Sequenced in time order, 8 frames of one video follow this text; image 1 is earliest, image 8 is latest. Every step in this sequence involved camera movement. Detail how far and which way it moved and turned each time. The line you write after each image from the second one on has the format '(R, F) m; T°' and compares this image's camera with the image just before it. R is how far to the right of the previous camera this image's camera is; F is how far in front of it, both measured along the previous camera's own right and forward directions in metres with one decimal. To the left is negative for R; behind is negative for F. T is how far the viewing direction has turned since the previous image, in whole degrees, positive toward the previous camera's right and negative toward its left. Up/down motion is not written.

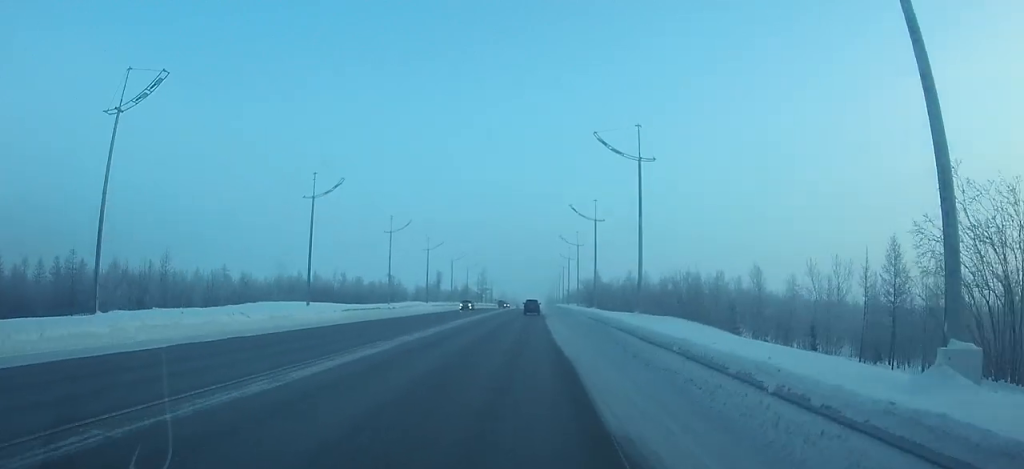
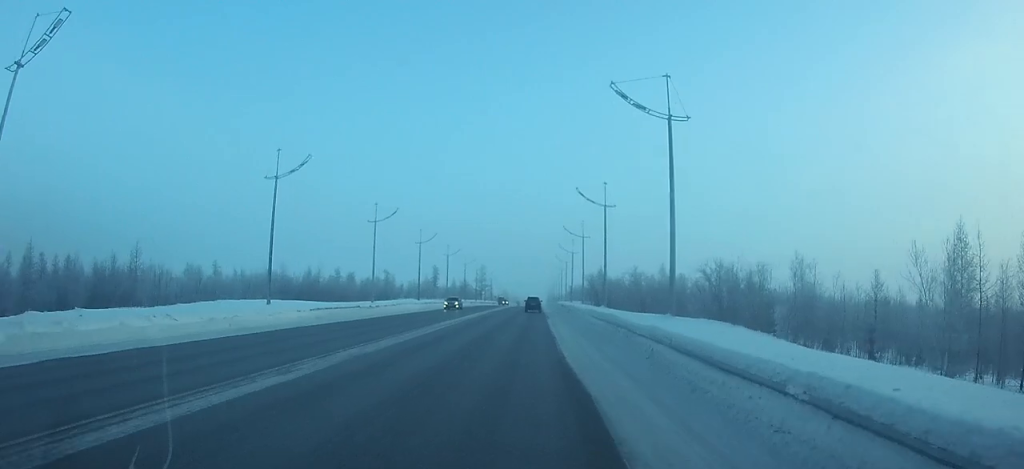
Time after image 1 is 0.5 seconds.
(0.0, +7.3) m; 0°
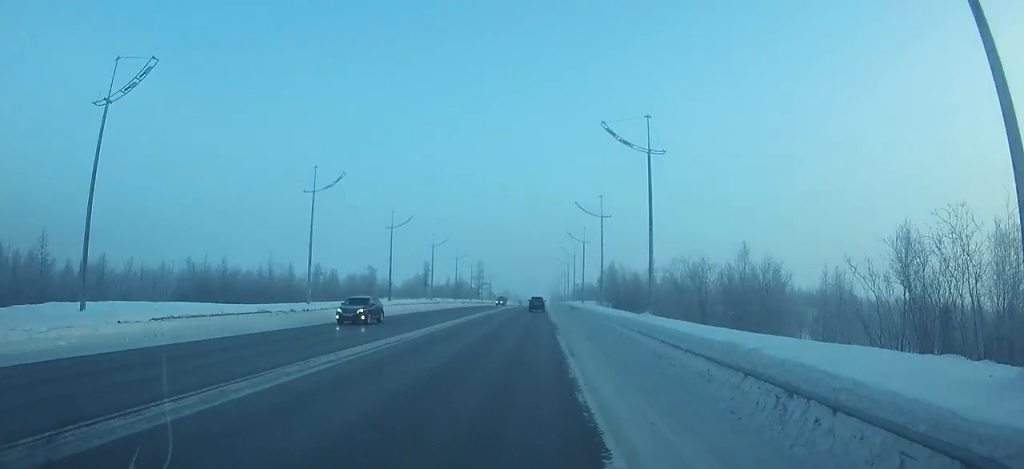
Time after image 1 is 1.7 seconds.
(0.0, +18.8) m; 0°
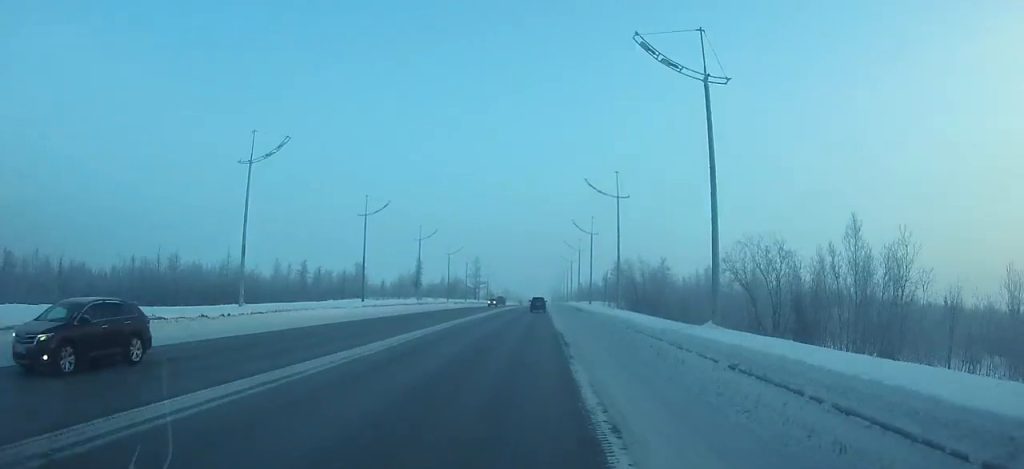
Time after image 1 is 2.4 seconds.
(0.0, +11.0) m; 0°
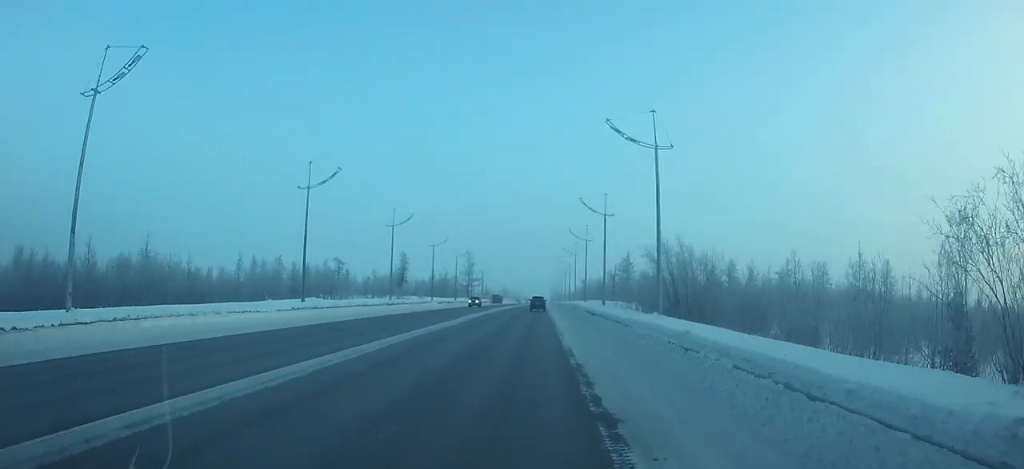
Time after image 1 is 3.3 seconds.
(0.0, +15.1) m; 0°
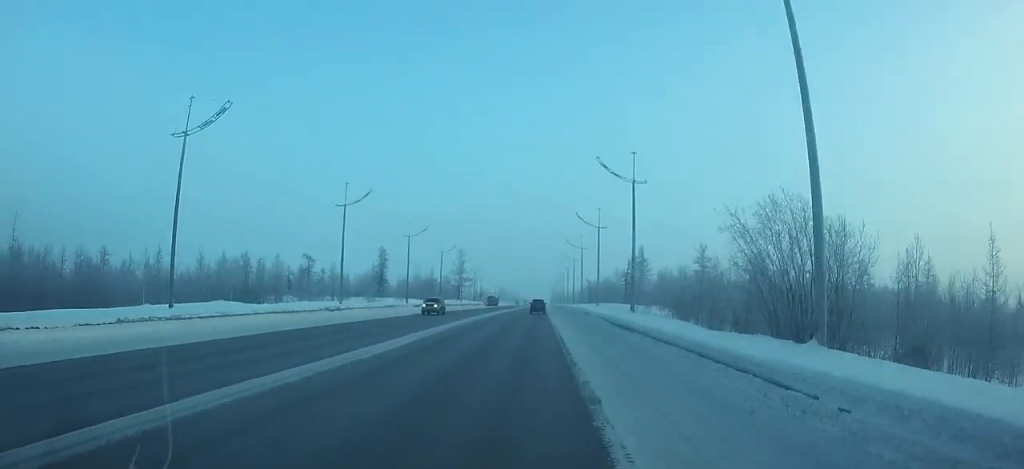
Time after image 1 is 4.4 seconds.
(0.0, +17.3) m; 0°
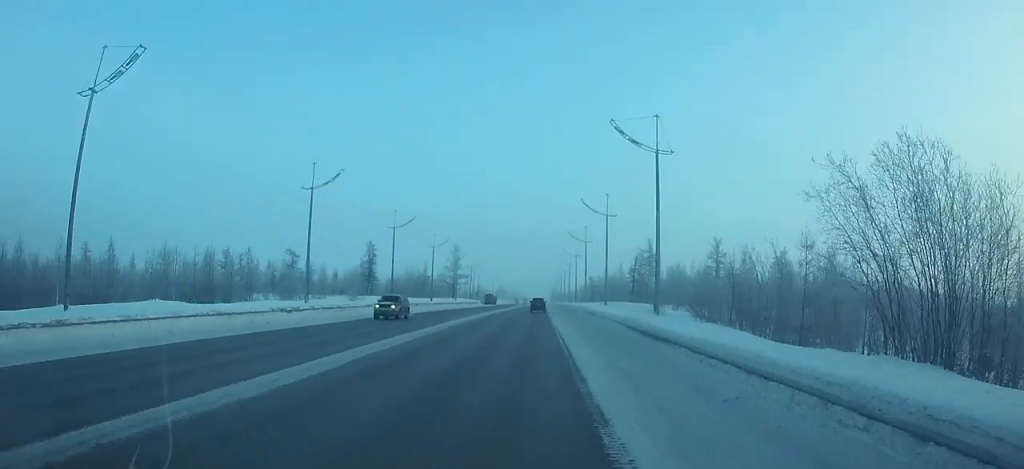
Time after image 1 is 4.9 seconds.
(0.0, +7.9) m; 0°
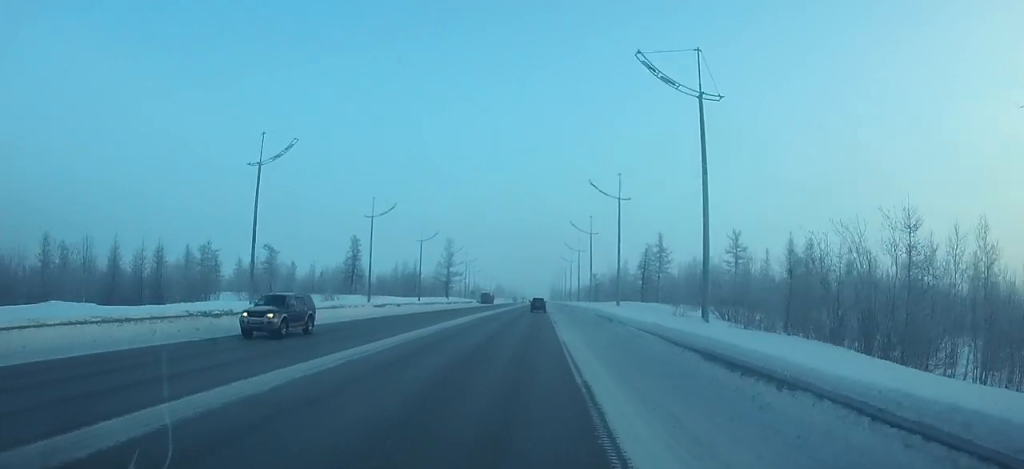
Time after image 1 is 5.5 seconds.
(0.0, +9.0) m; 0°
